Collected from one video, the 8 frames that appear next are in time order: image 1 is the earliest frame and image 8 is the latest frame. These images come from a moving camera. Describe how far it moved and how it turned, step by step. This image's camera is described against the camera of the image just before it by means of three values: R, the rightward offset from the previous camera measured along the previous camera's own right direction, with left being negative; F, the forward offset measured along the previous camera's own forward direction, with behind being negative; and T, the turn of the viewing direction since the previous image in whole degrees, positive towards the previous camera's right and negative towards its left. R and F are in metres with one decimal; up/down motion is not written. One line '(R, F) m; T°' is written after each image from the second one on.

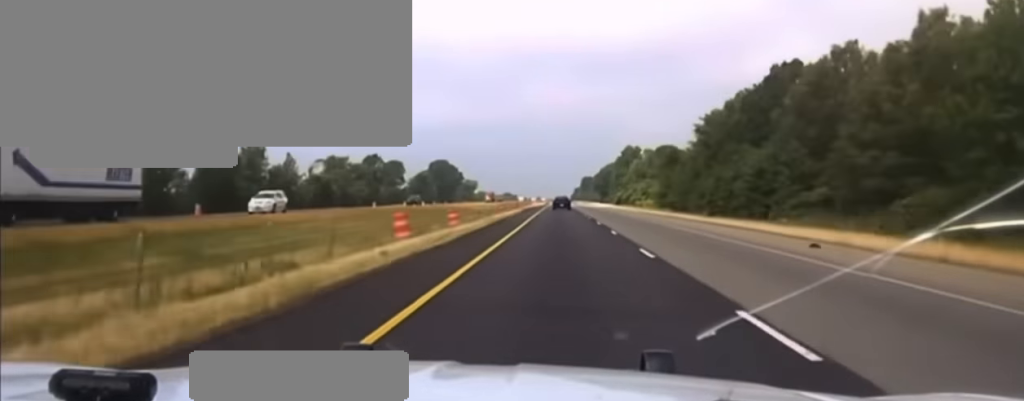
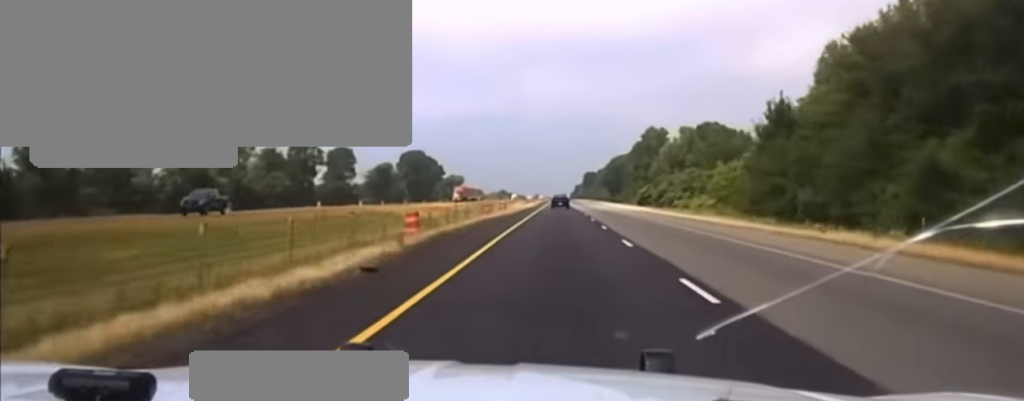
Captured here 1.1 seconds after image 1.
(-0.2, +66.7) m; 0°
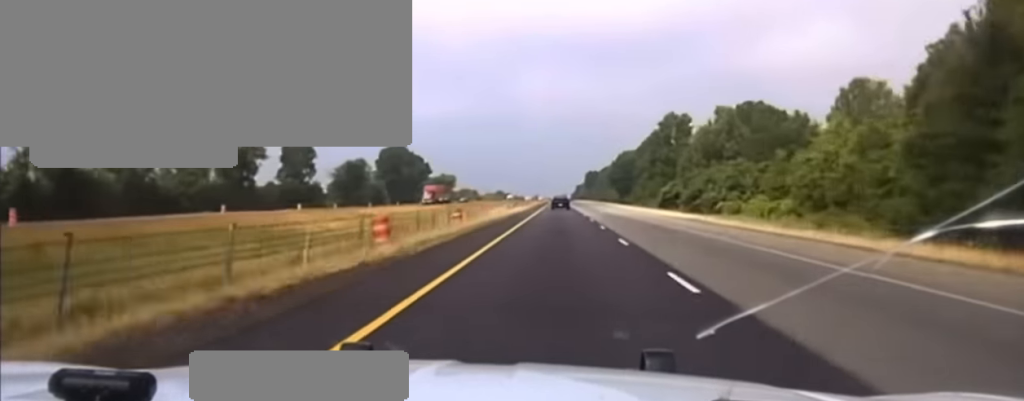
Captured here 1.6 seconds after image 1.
(0.0, +35.6) m; 0°
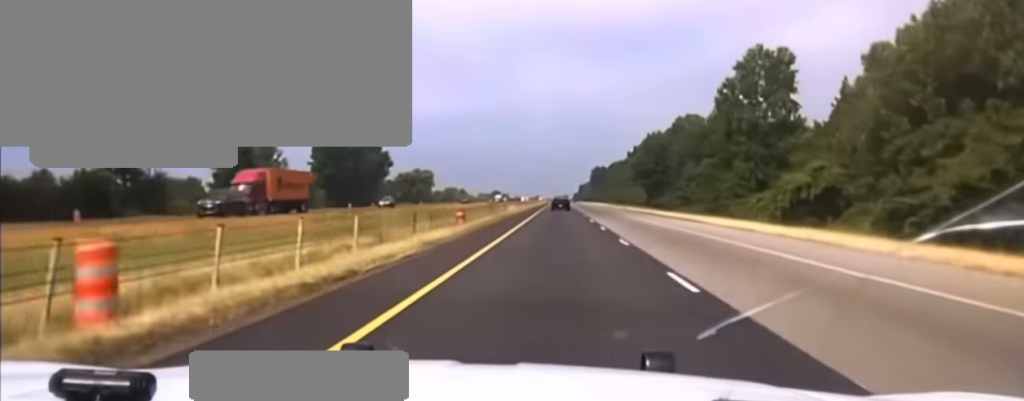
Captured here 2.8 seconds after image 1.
(+0.1, +73.3) m; 0°
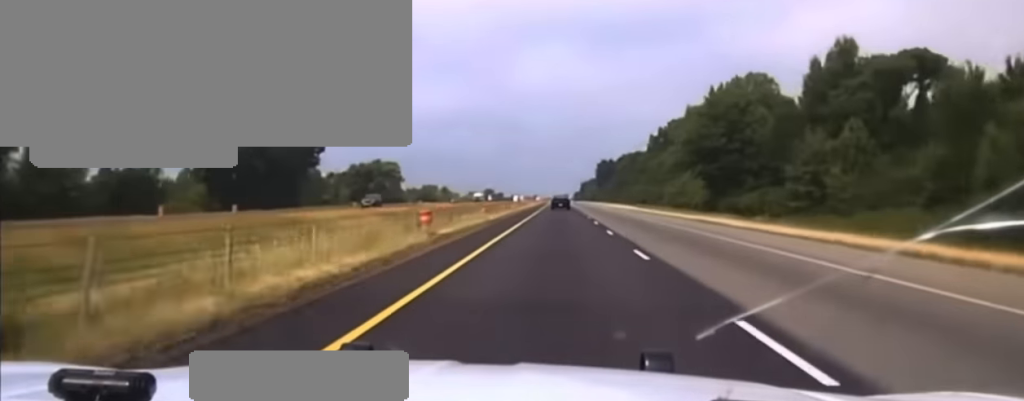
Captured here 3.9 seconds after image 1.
(+0.4, +67.2) m; 0°
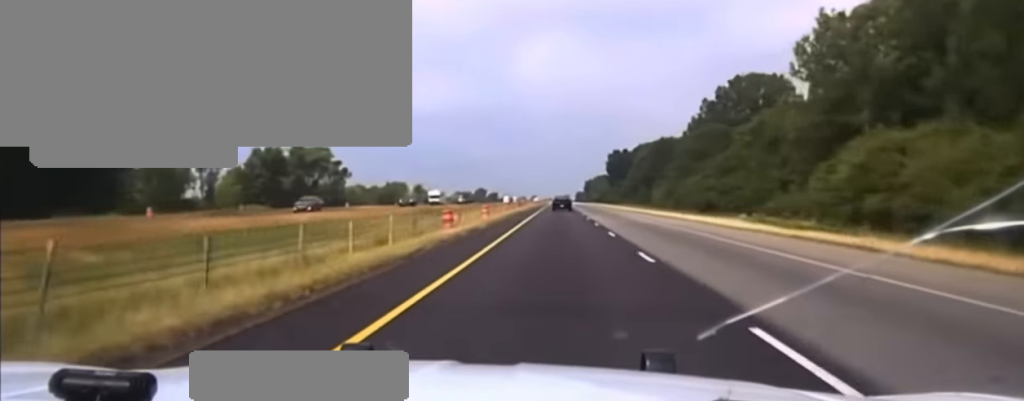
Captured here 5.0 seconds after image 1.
(-0.4, +73.7) m; 0°
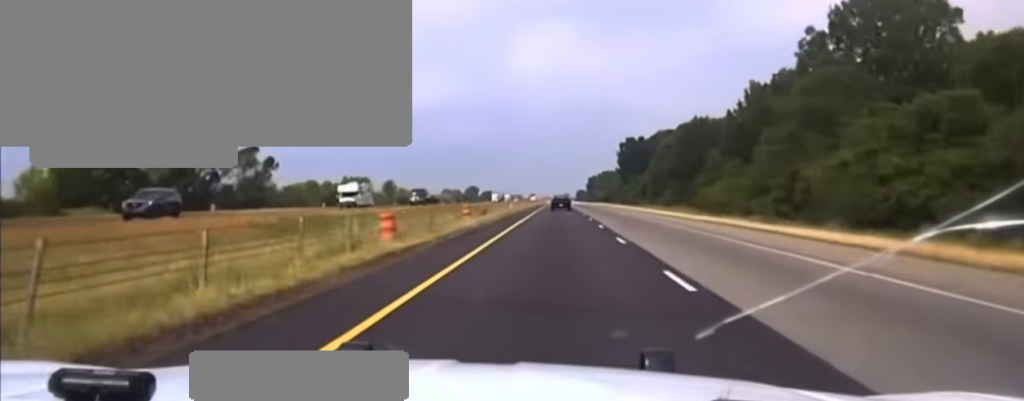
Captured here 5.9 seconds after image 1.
(+0.2, +54.9) m; 0°
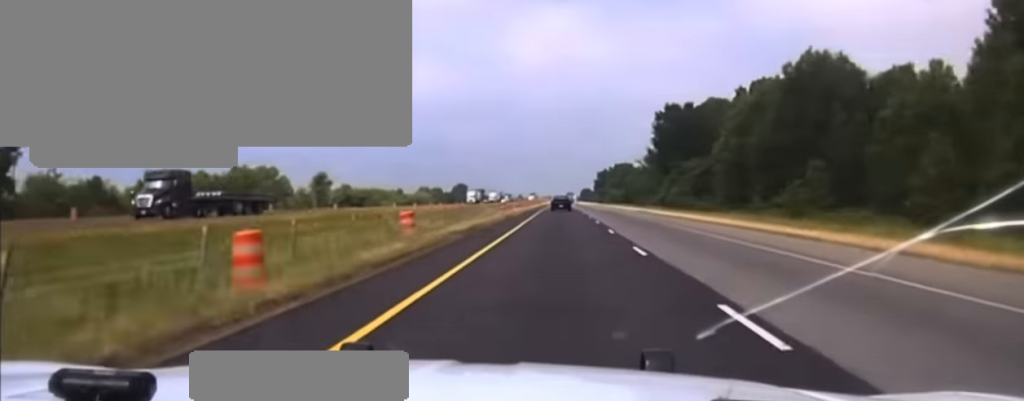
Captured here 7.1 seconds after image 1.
(0.0, +78.3) m; 0°
